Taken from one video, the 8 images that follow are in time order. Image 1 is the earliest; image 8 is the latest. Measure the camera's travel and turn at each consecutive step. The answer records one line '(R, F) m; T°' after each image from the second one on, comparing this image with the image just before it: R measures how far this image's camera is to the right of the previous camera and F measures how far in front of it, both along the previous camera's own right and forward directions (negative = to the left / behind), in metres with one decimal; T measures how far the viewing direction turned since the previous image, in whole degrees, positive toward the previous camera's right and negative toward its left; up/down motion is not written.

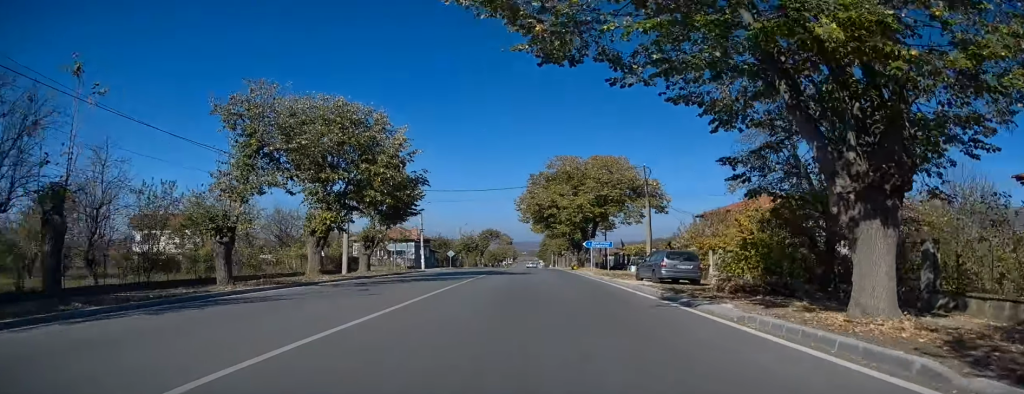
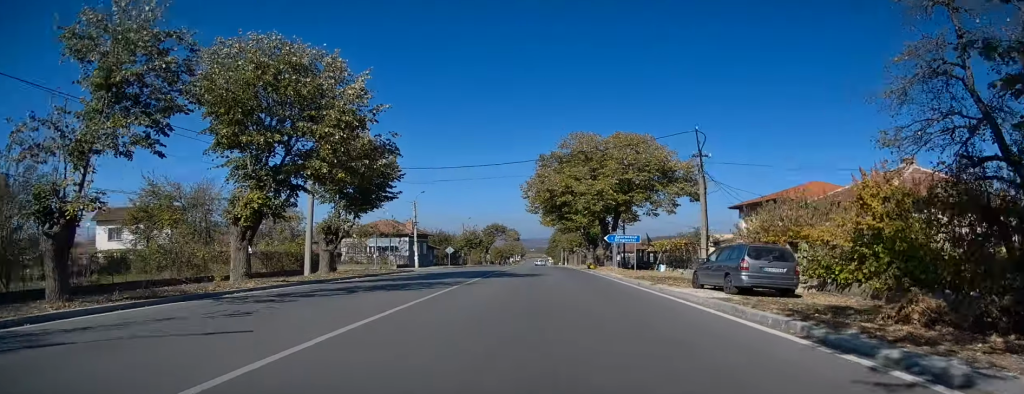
(-0.1, +8.7) m; -1°
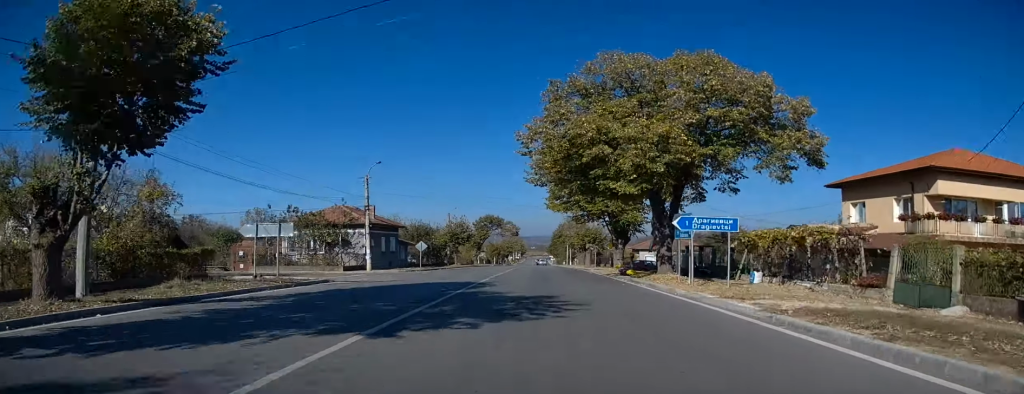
(-0.2, +16.8) m; 0°
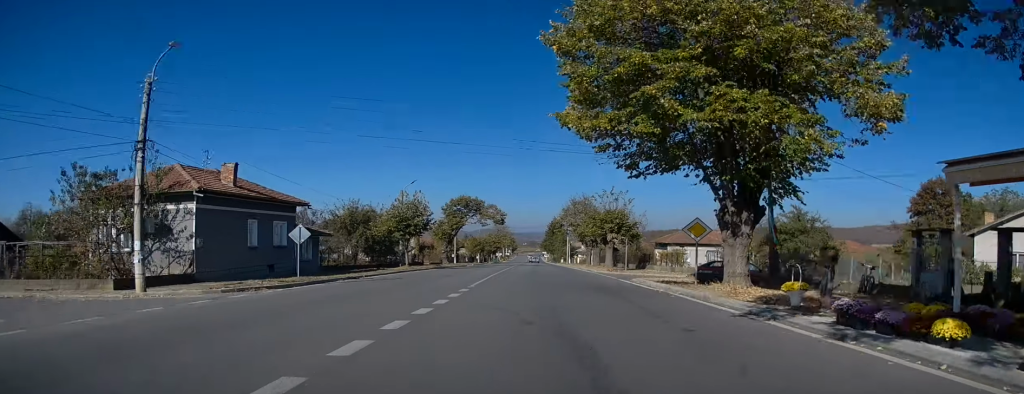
(+0.1, +23.4) m; 0°
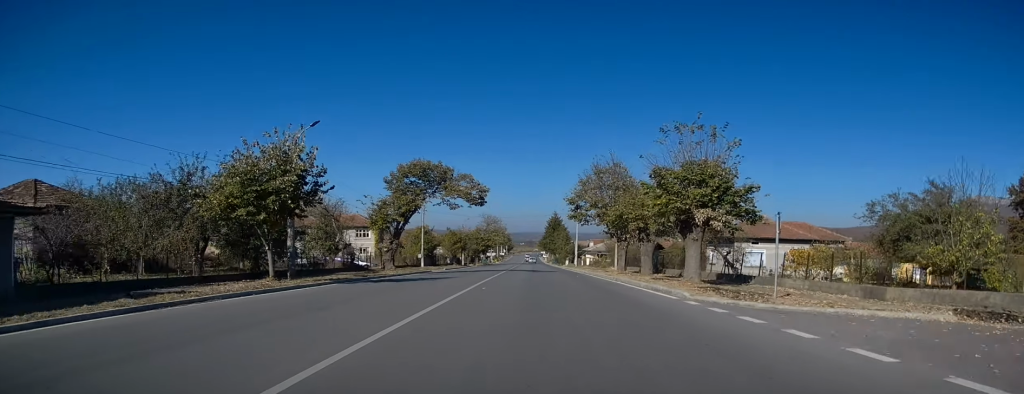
(-0.4, +23.7) m; 0°
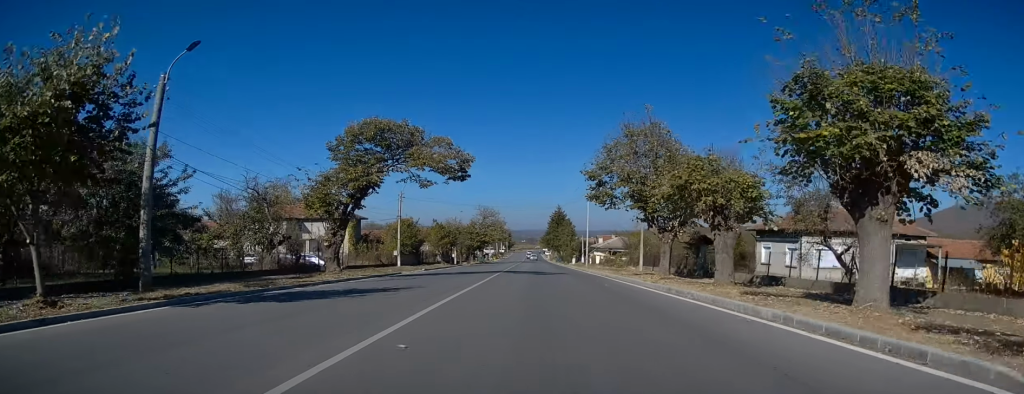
(+0.3, +11.0) m; +1°
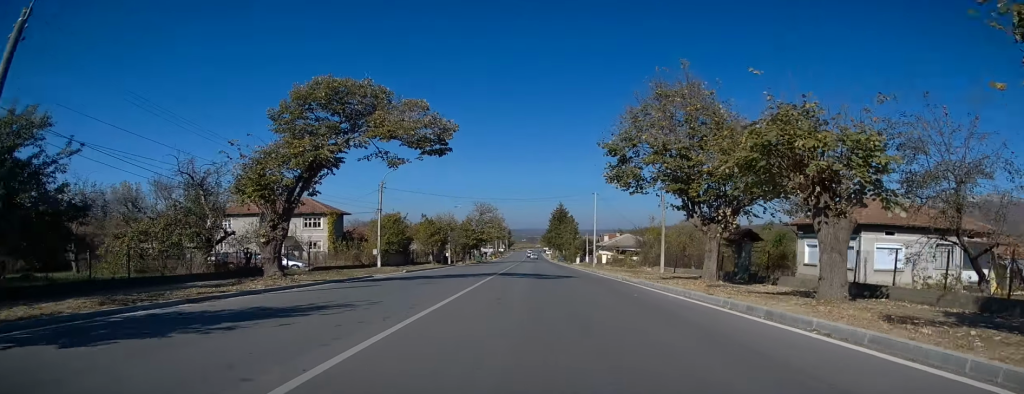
(0.0, +6.6) m; 0°
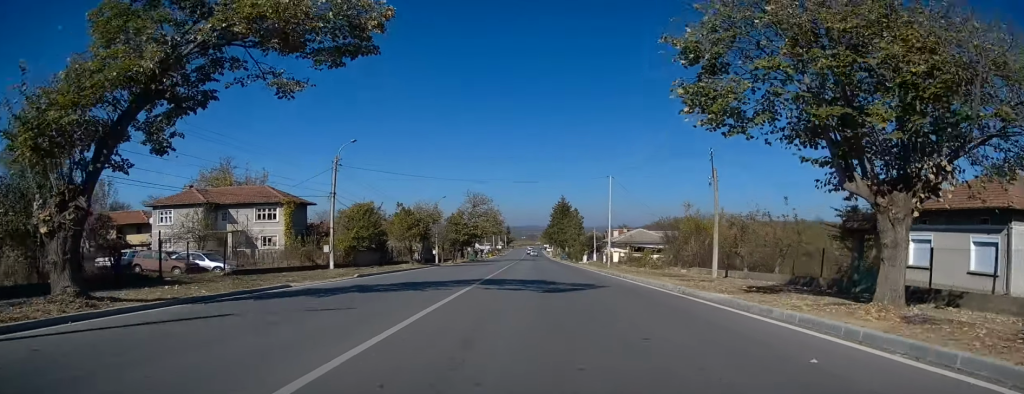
(-0.1, +10.7) m; -1°
